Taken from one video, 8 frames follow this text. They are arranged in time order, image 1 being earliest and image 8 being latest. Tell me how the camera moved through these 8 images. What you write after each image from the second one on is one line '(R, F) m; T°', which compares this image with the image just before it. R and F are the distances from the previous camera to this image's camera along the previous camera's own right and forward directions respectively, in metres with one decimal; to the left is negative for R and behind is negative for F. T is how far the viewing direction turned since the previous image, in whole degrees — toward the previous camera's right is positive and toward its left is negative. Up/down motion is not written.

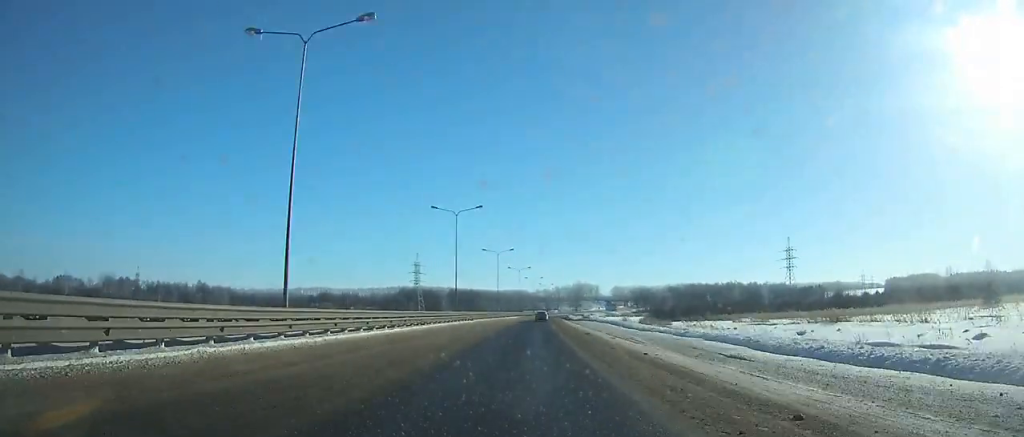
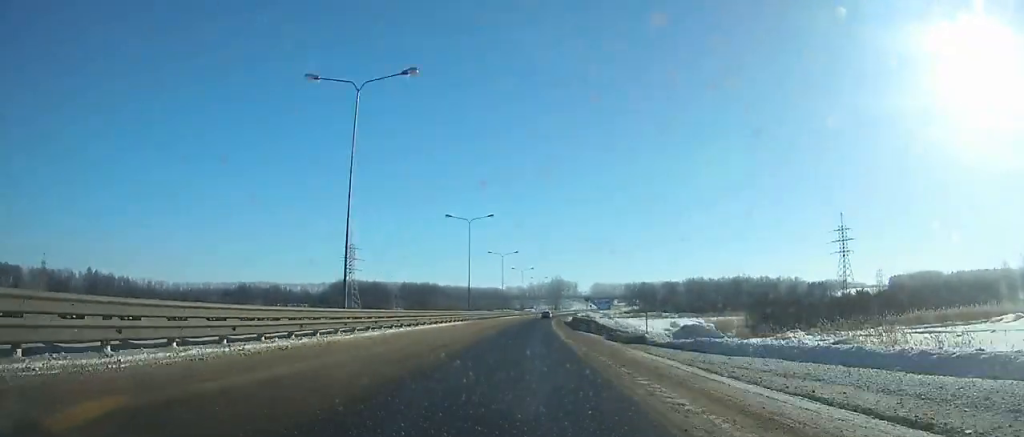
(+1.1, +74.2) m; +2°
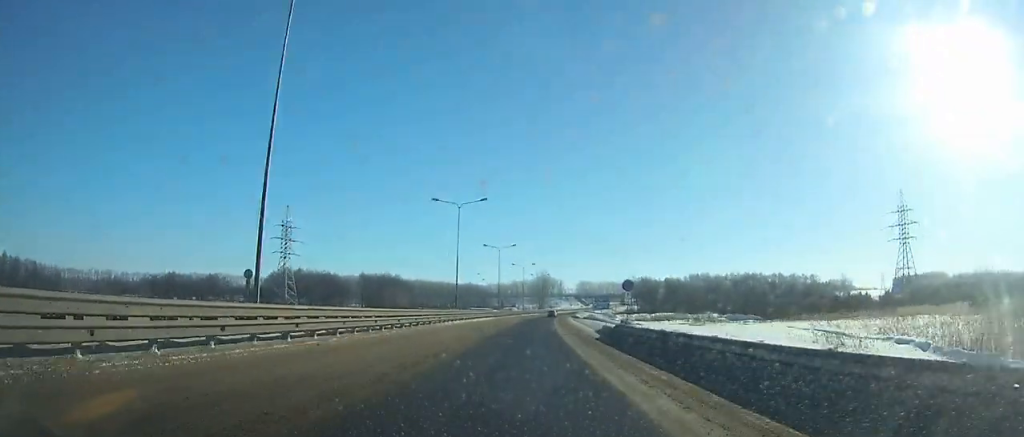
(+0.4, +48.4) m; +2°
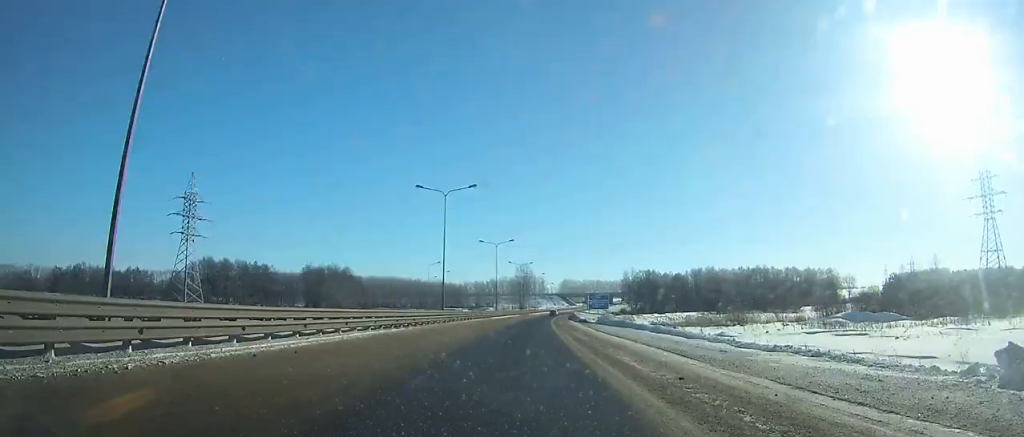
(+0.8, +45.8) m; +2°
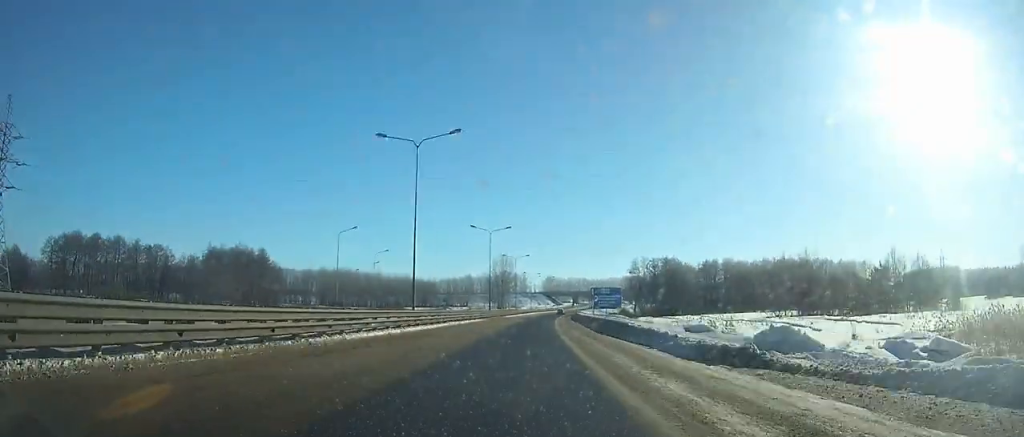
(+1.1, +54.8) m; +2°
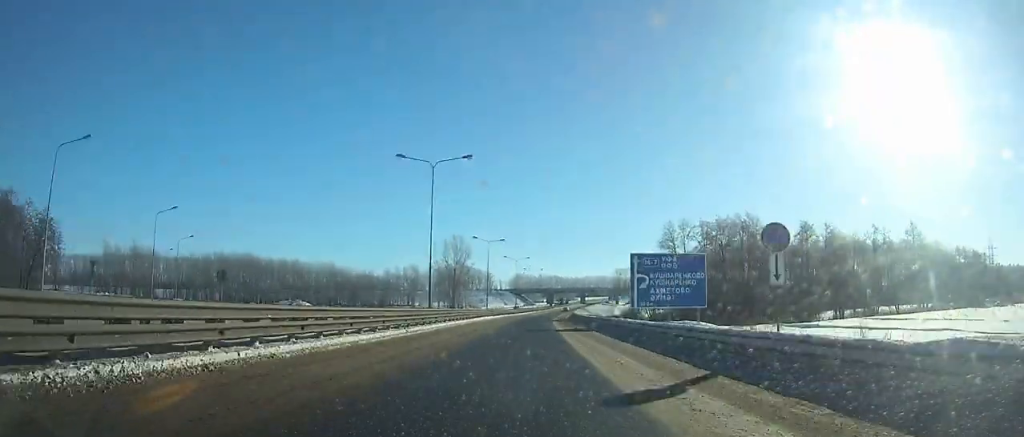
(+1.9, +75.0) m; +3°
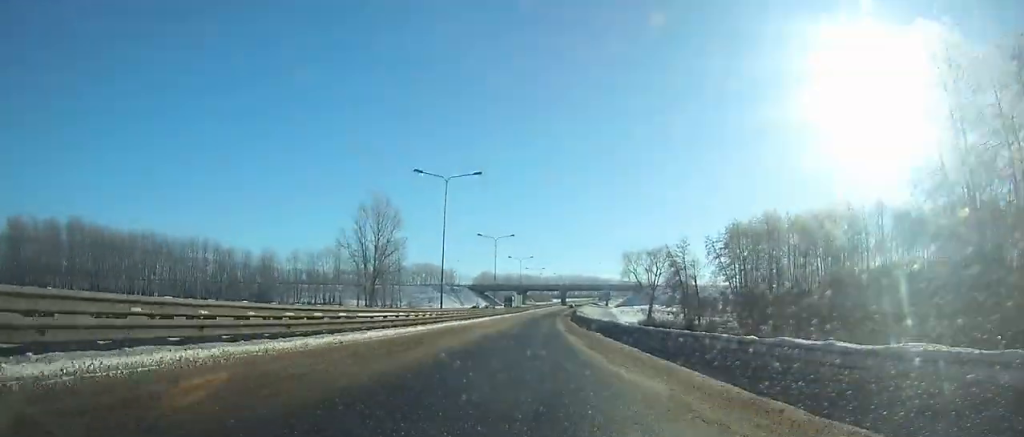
(+1.8, +74.6) m; +3°
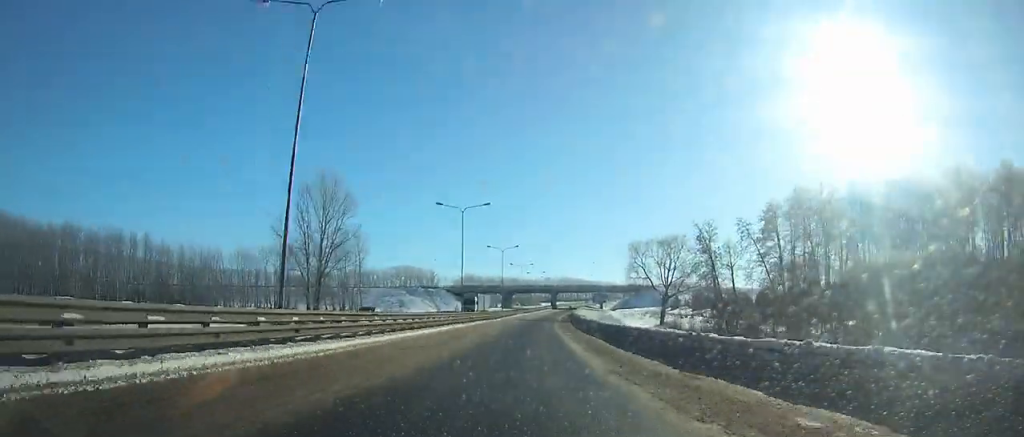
(+0.3, +26.9) m; +1°
